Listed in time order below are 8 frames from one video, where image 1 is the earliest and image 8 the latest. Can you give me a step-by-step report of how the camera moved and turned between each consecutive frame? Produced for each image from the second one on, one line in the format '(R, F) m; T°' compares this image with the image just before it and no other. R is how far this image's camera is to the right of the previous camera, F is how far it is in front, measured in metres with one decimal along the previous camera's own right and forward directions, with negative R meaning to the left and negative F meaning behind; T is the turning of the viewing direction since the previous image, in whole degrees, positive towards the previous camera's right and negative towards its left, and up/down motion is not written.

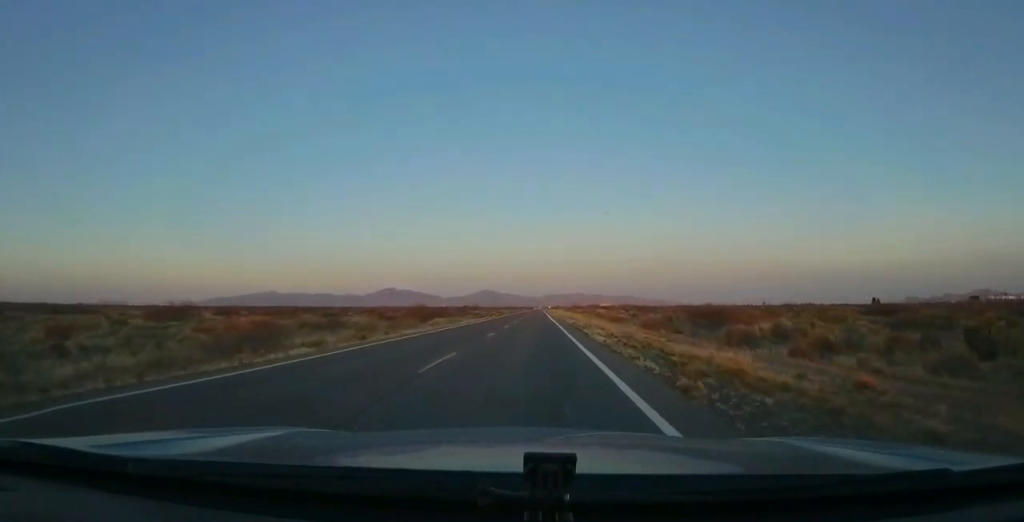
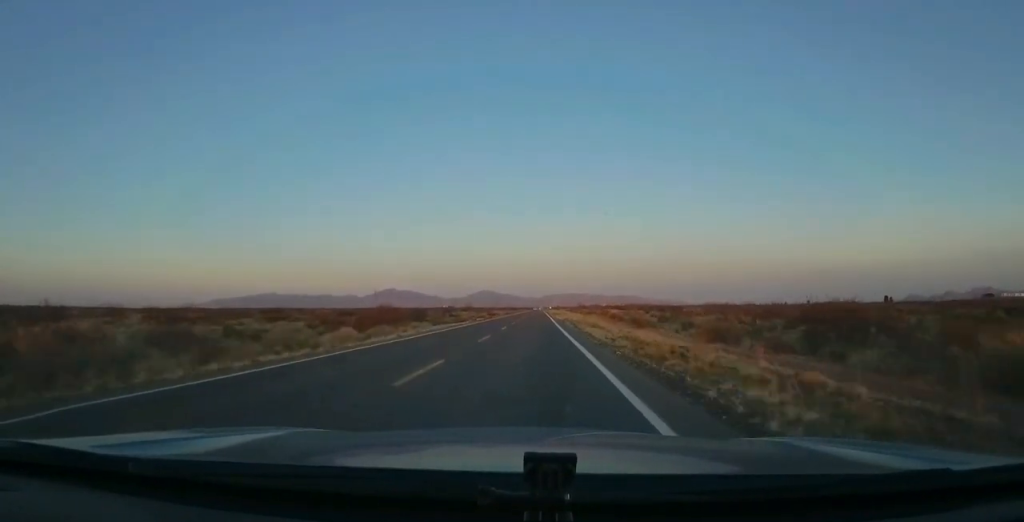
(0.0, +25.5) m; -1°
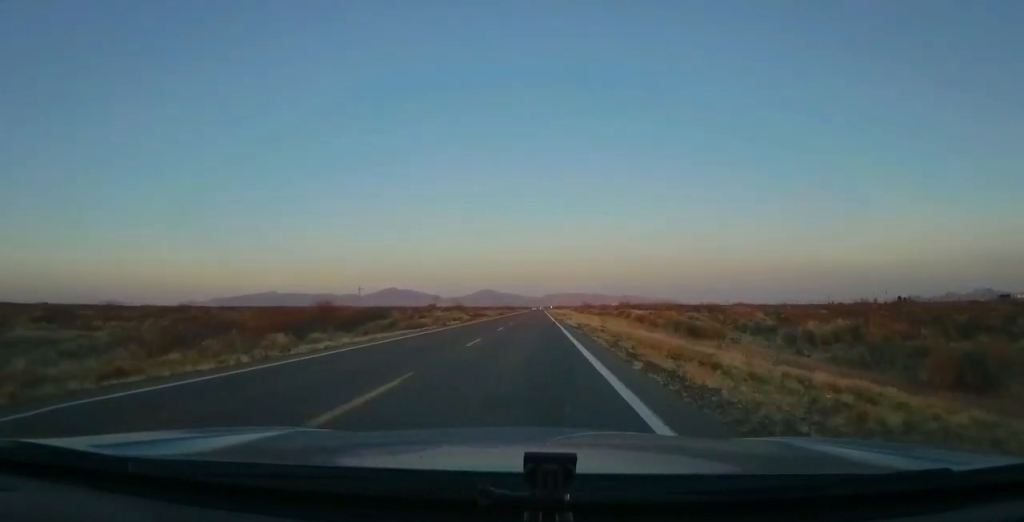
(-0.3, +26.5) m; 0°
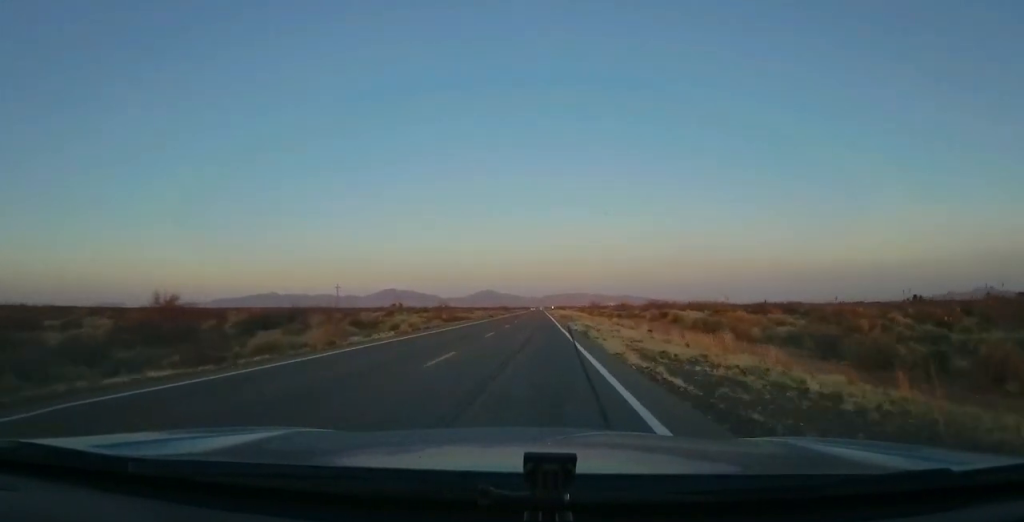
(+0.1, +29.4) m; +1°
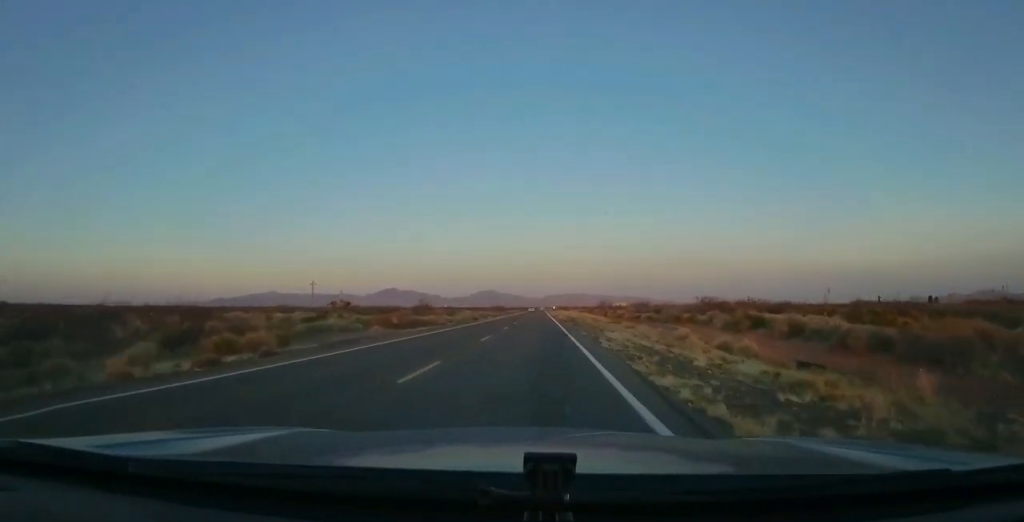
(+0.2, +26.4) m; 0°
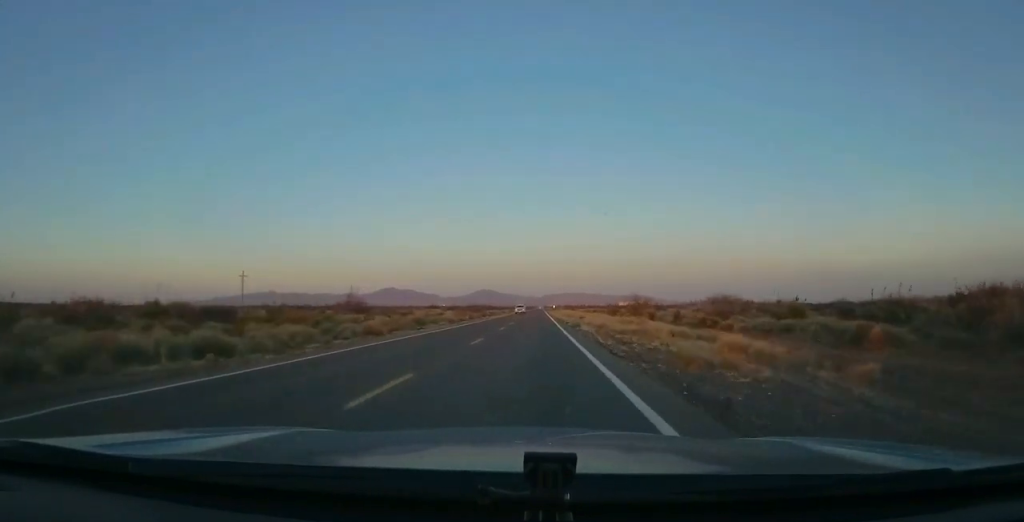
(-0.3, +49.7) m; -1°
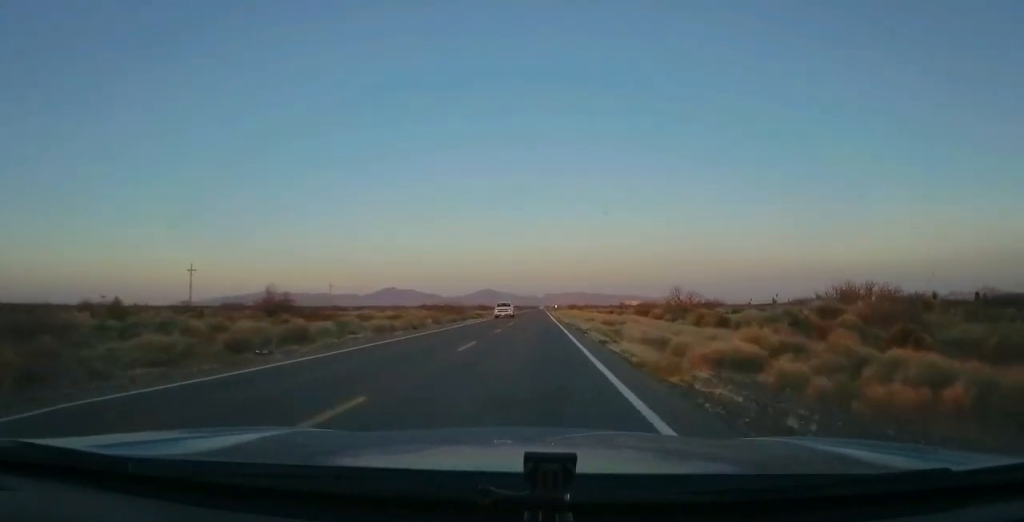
(-0.2, +26.3) m; 0°
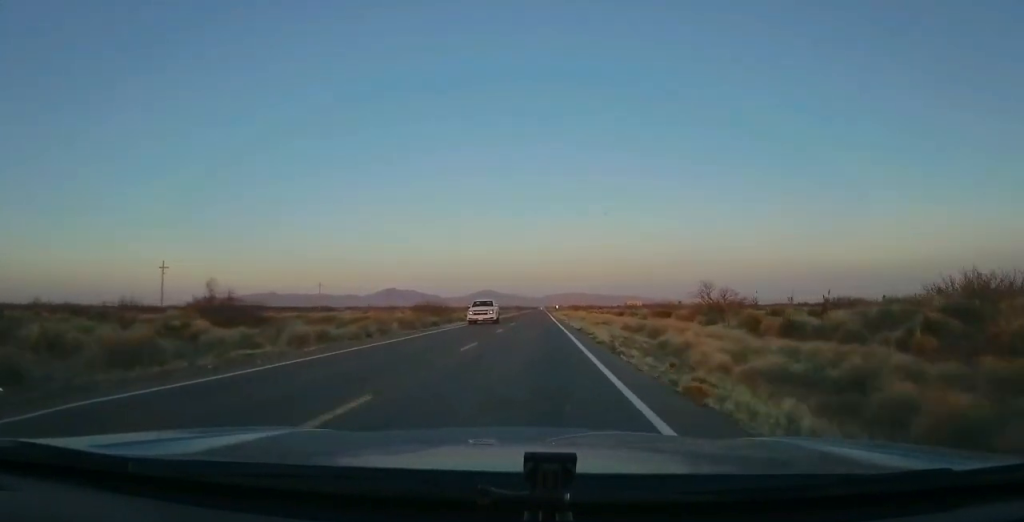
(+0.2, +11.7) m; 0°
